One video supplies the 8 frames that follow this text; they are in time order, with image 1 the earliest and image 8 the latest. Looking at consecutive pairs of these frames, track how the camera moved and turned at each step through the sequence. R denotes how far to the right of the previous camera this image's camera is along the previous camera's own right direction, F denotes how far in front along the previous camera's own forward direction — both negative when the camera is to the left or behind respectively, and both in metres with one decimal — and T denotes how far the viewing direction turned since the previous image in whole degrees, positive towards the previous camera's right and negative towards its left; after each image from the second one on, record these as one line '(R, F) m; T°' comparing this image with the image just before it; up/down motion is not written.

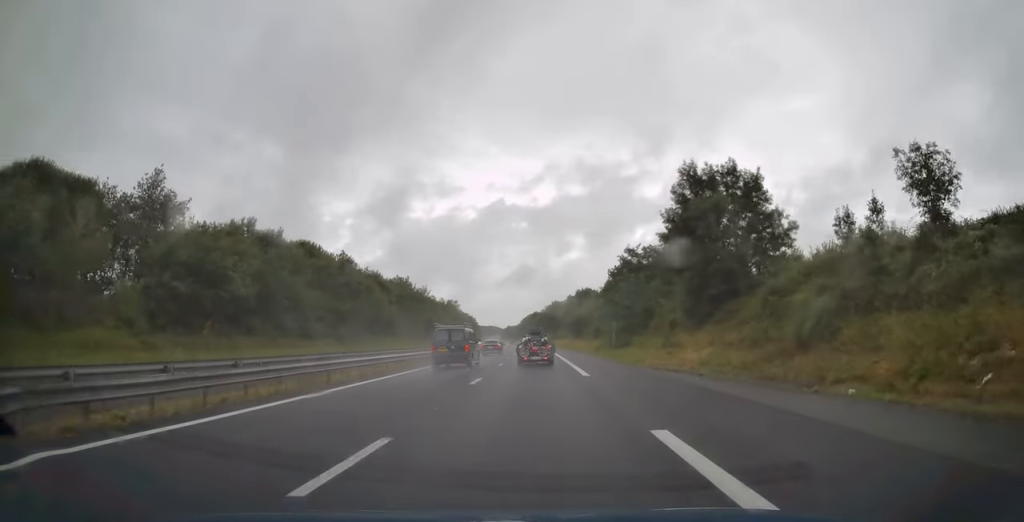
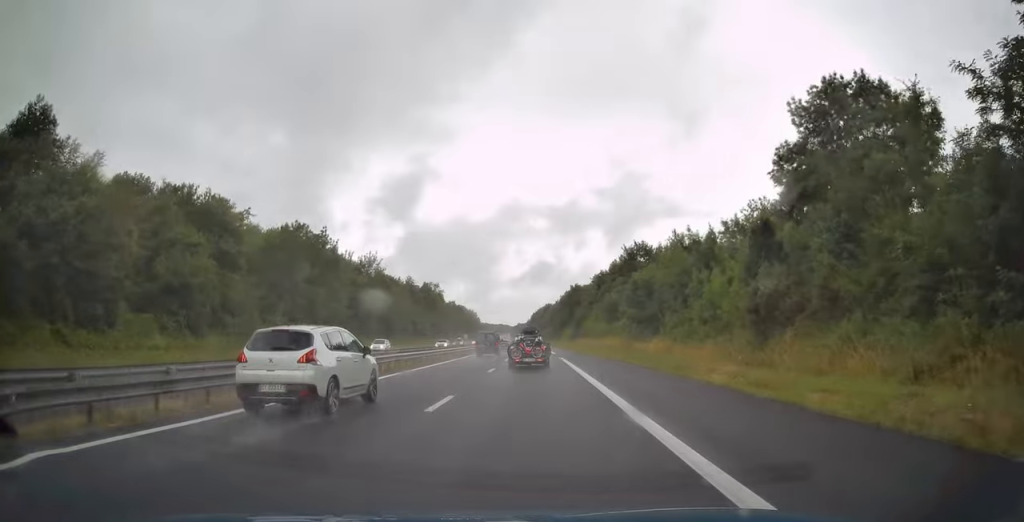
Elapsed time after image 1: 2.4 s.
(-1.3, +72.4) m; -1°
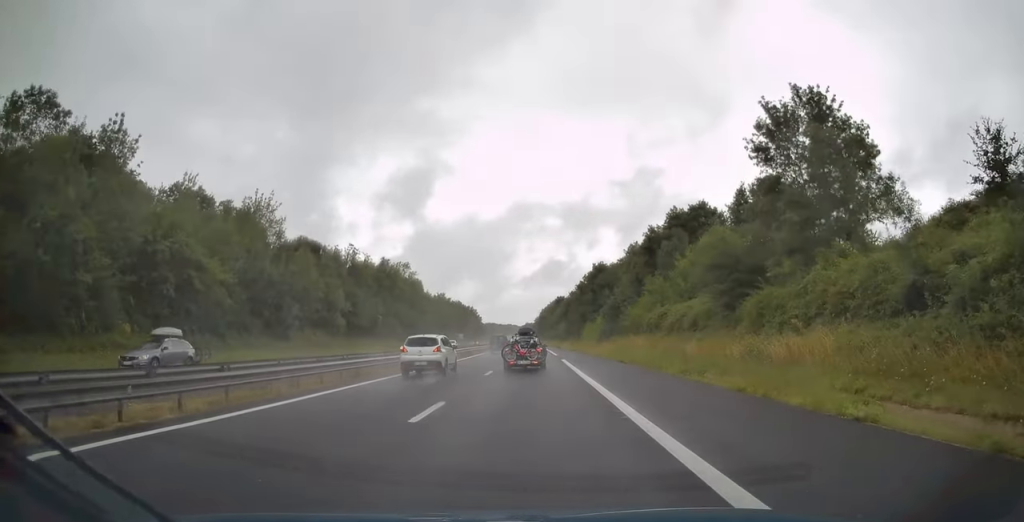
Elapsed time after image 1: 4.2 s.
(-0.6, +53.1) m; -1°
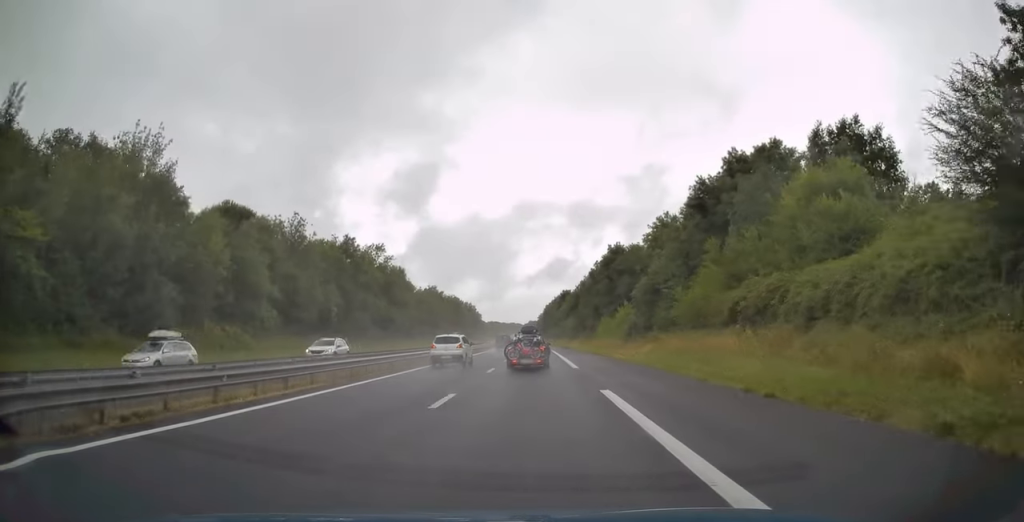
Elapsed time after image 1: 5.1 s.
(+0.1, +24.6) m; 0°
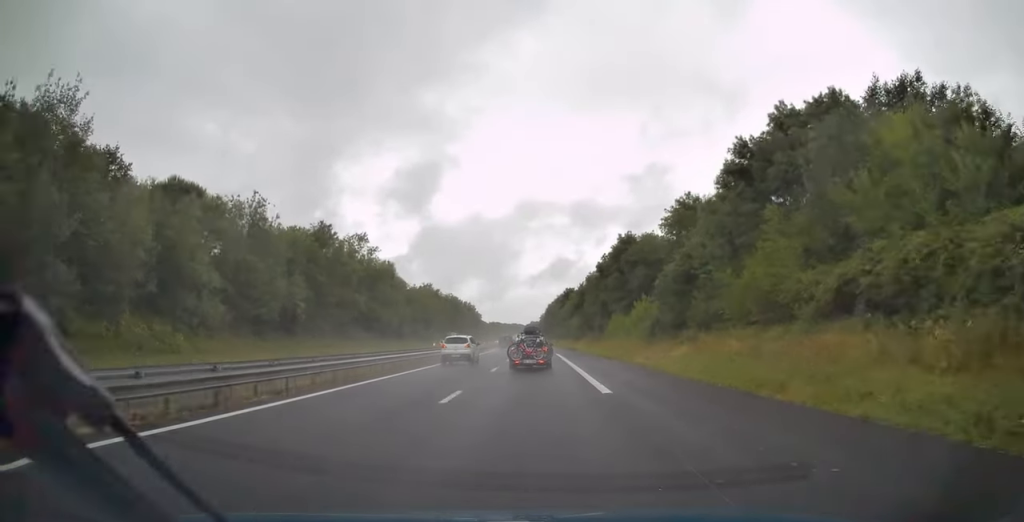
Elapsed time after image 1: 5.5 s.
(+0.1, +12.0) m; 0°
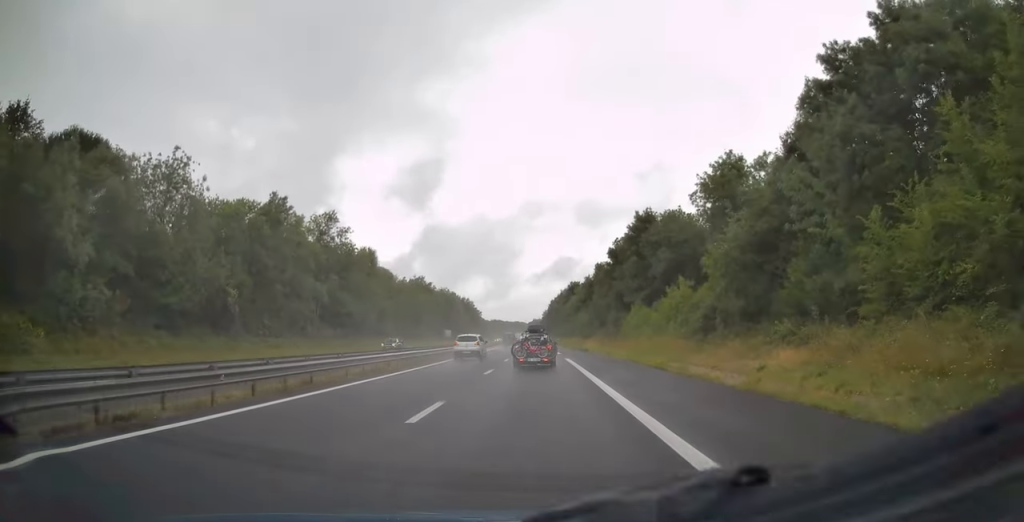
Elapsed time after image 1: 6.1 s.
(-0.1, +16.3) m; 0°
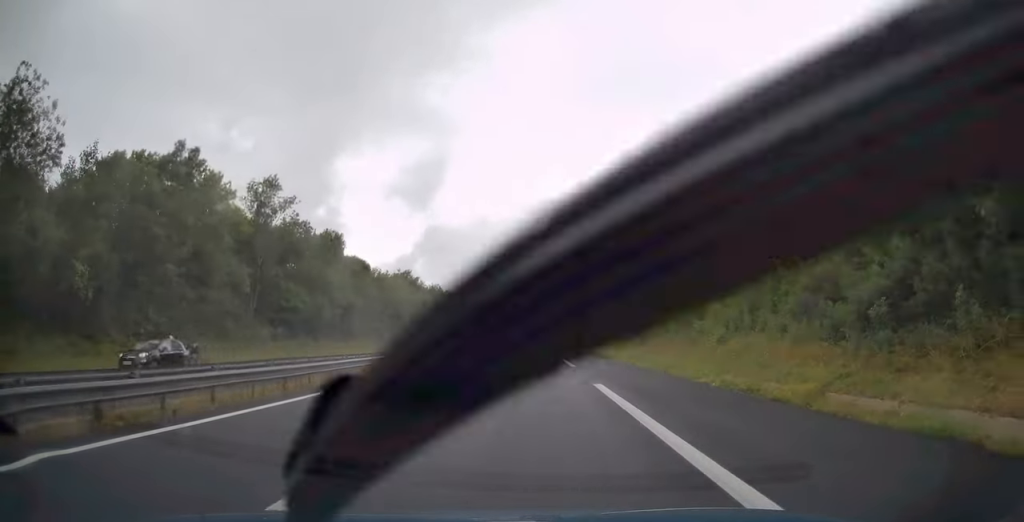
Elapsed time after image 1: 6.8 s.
(-0.1, +20.1) m; 0°
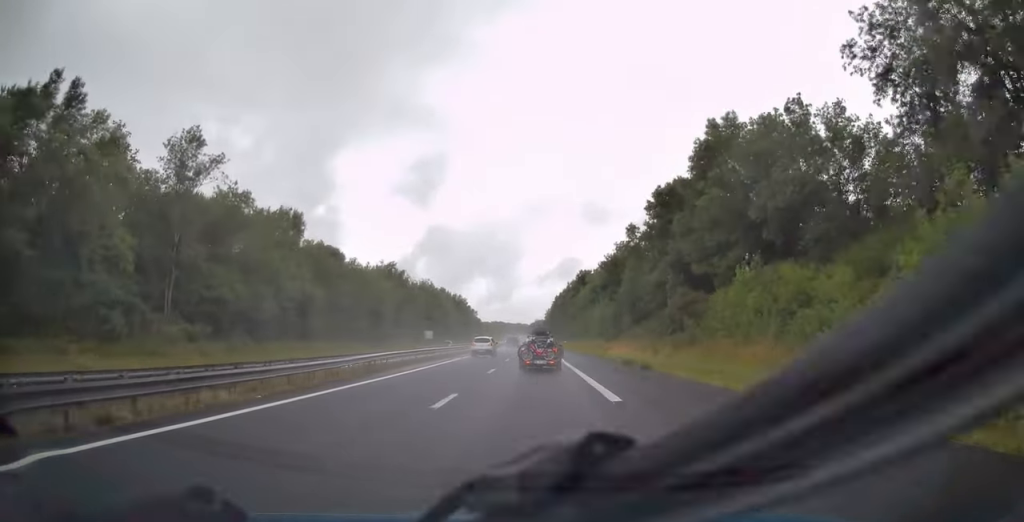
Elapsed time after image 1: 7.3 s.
(-0.1, +16.7) m; 0°
